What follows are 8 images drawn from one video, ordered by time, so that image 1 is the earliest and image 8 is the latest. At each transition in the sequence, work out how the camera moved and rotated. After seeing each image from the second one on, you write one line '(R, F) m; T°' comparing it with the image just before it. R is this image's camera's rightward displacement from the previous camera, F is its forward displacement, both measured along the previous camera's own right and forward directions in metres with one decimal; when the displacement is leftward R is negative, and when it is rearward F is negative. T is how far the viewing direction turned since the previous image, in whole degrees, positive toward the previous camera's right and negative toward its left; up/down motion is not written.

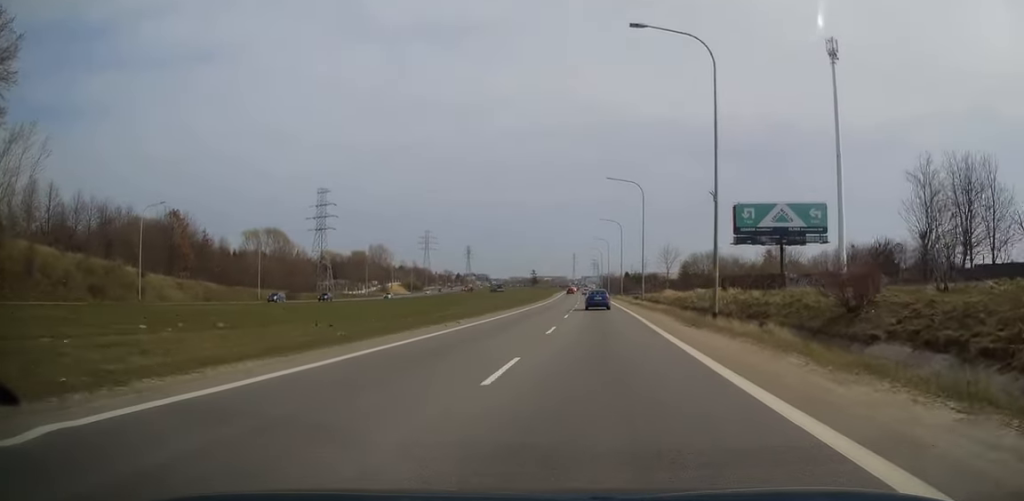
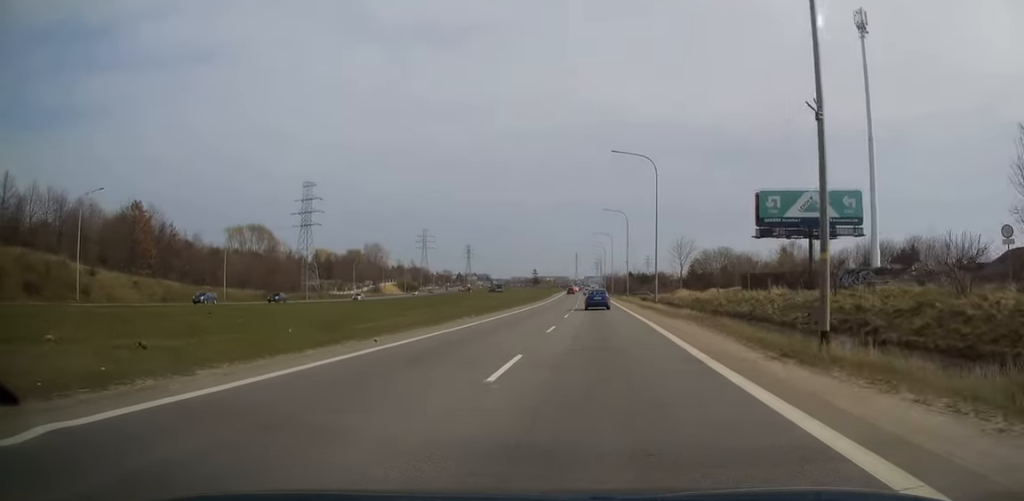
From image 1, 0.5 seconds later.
(0.0, +11.4) m; 0°
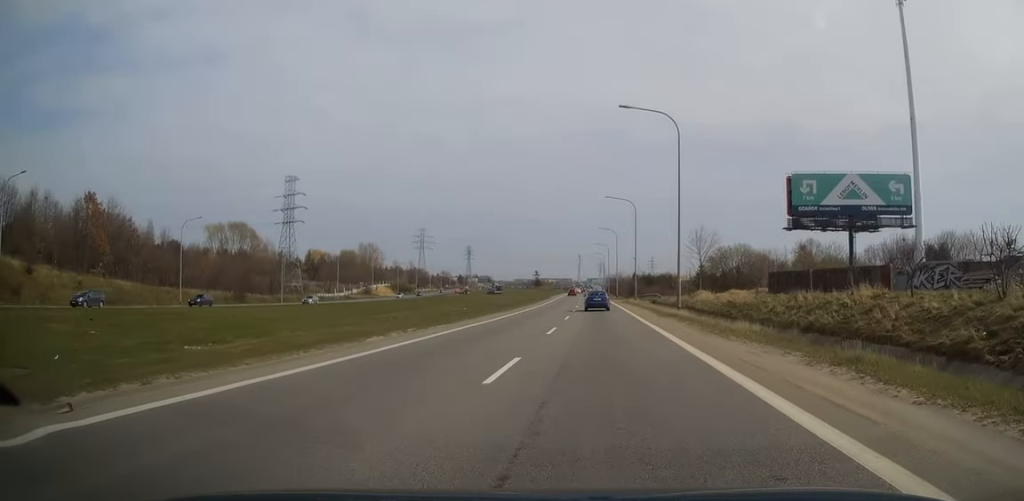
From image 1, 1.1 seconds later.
(0.0, +12.1) m; 0°
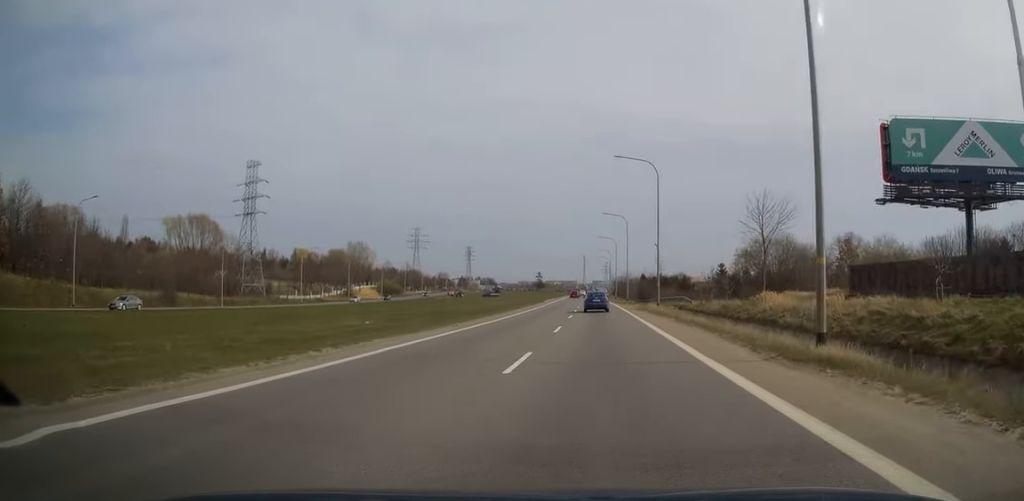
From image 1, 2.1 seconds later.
(0.0, +21.8) m; -1°
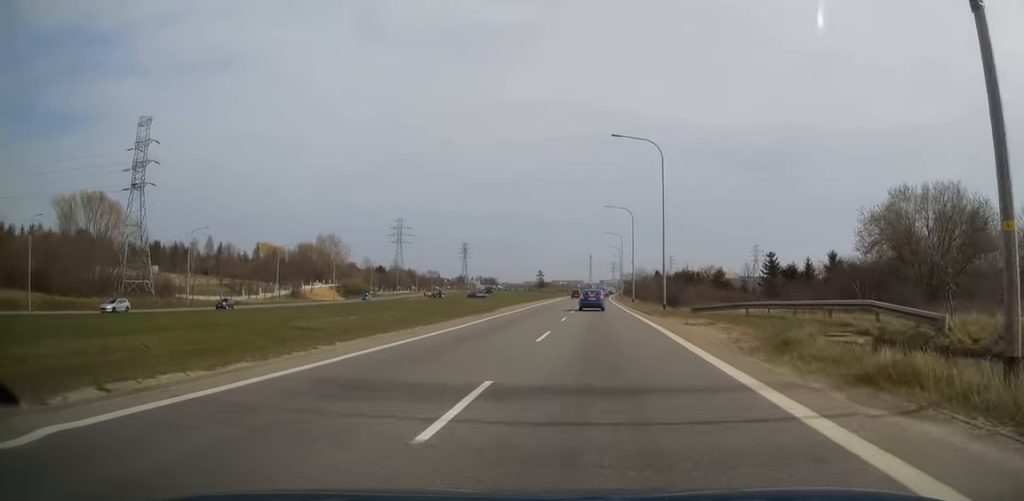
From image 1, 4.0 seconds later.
(-0.4, +41.0) m; 0°
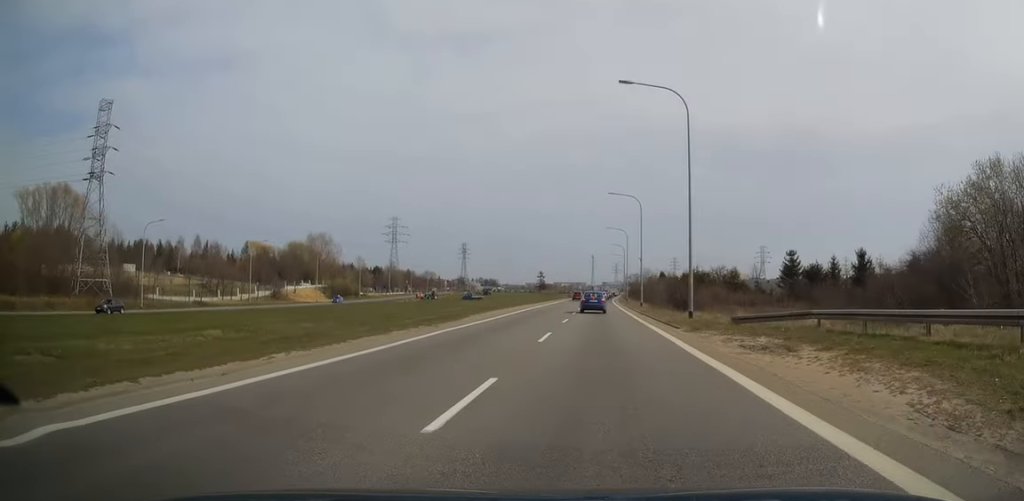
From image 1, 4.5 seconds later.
(0.0, +11.3) m; 0°
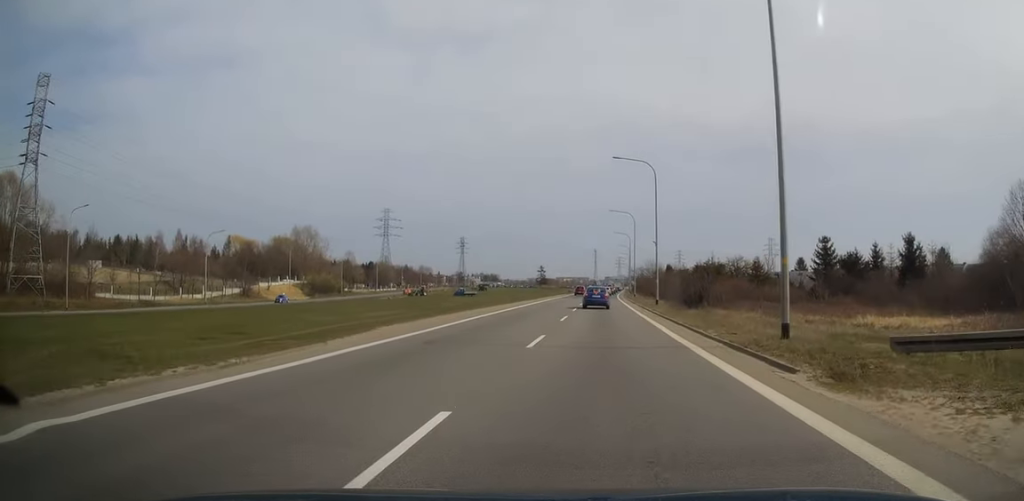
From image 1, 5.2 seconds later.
(+0.1, +15.1) m; -1°
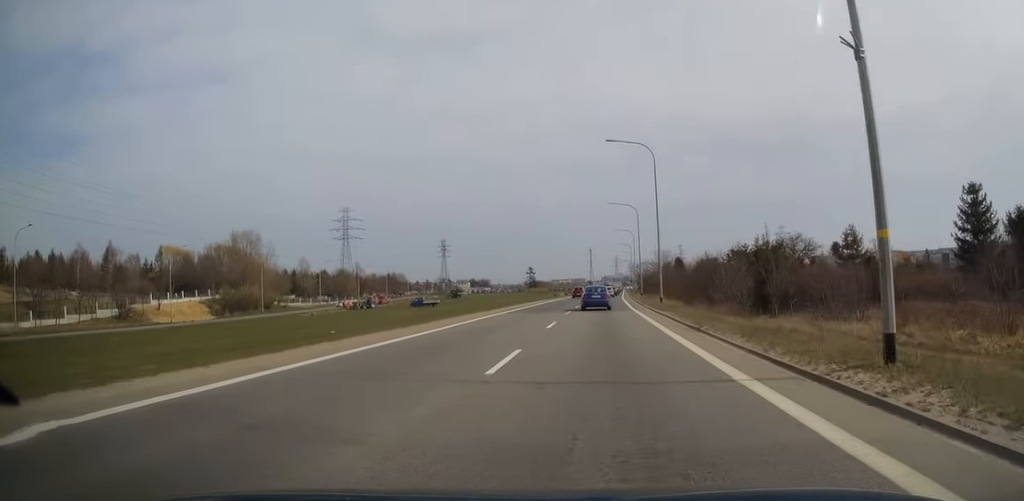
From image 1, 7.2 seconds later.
(-0.5, +39.5) m; +1°
